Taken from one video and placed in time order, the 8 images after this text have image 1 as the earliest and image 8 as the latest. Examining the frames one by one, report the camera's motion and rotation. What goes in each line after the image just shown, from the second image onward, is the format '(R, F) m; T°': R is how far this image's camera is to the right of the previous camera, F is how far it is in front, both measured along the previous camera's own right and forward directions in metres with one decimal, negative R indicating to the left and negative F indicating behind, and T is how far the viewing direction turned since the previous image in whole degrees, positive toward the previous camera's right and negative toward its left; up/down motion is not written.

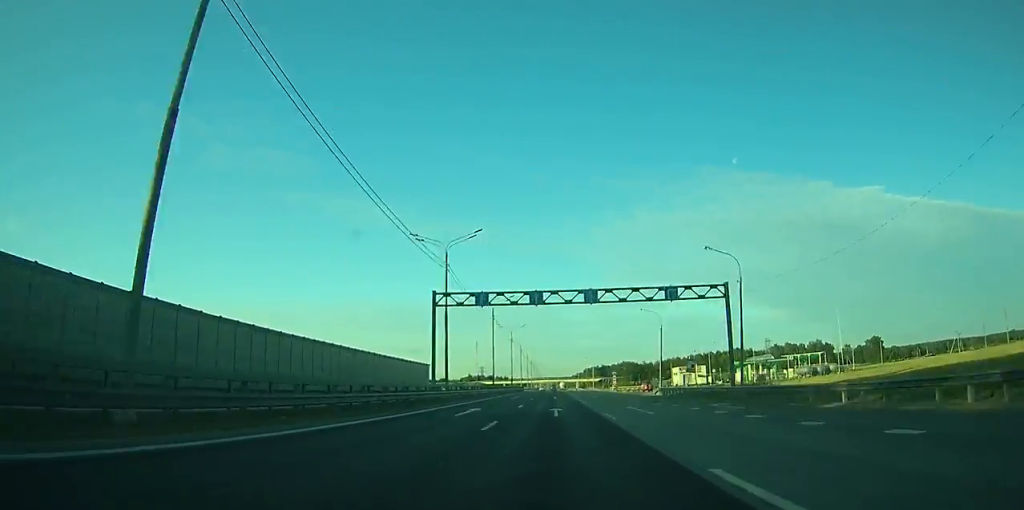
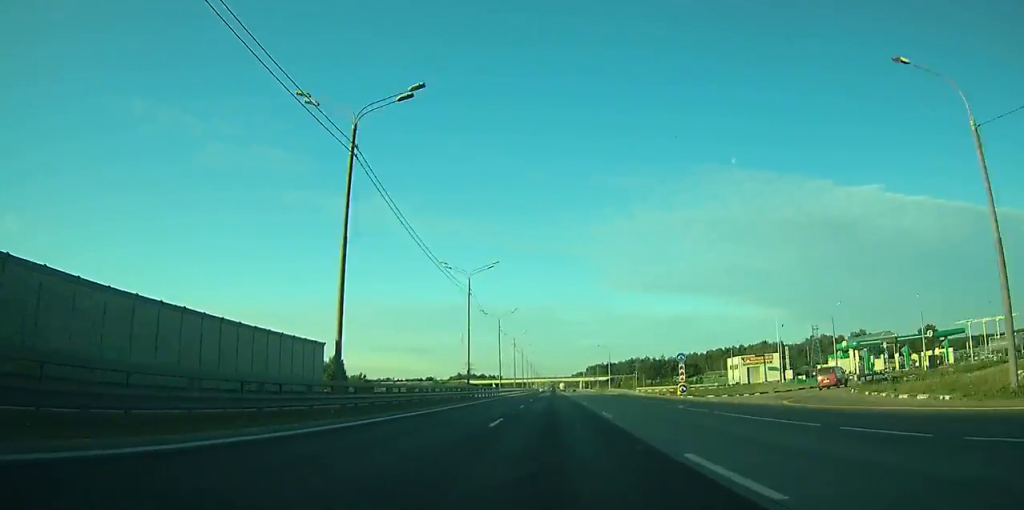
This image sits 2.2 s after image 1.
(0.0, +60.5) m; 0°
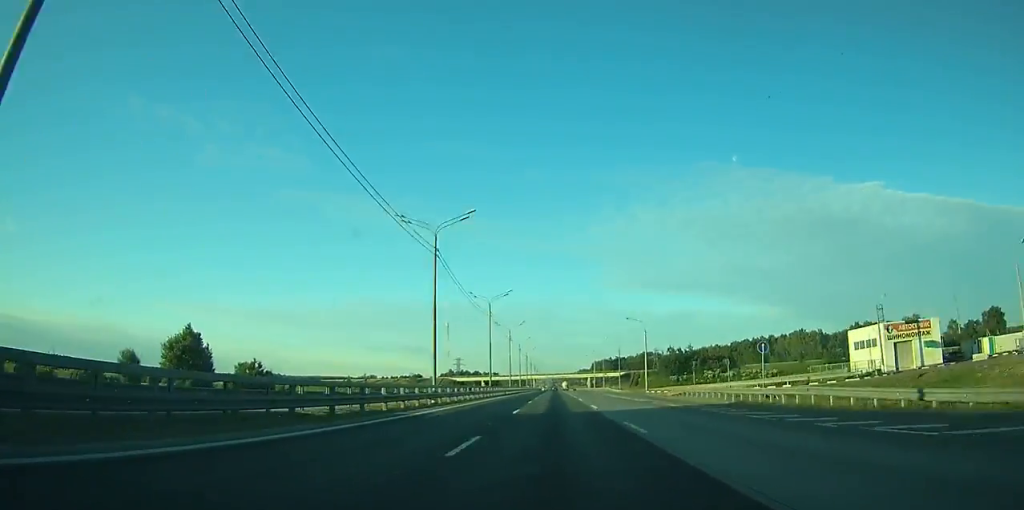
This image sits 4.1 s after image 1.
(0.0, +51.3) m; 0°
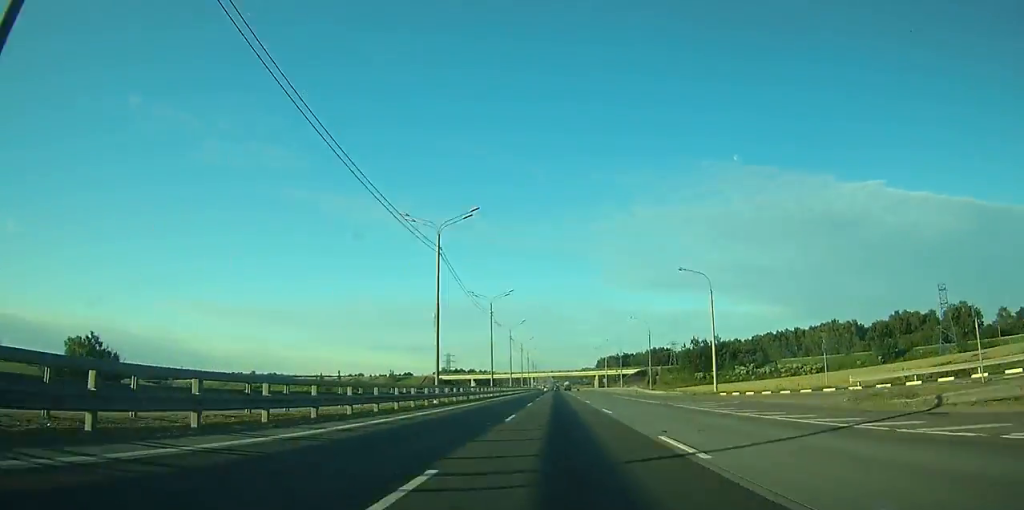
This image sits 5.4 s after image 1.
(0.0, +36.5) m; 0°
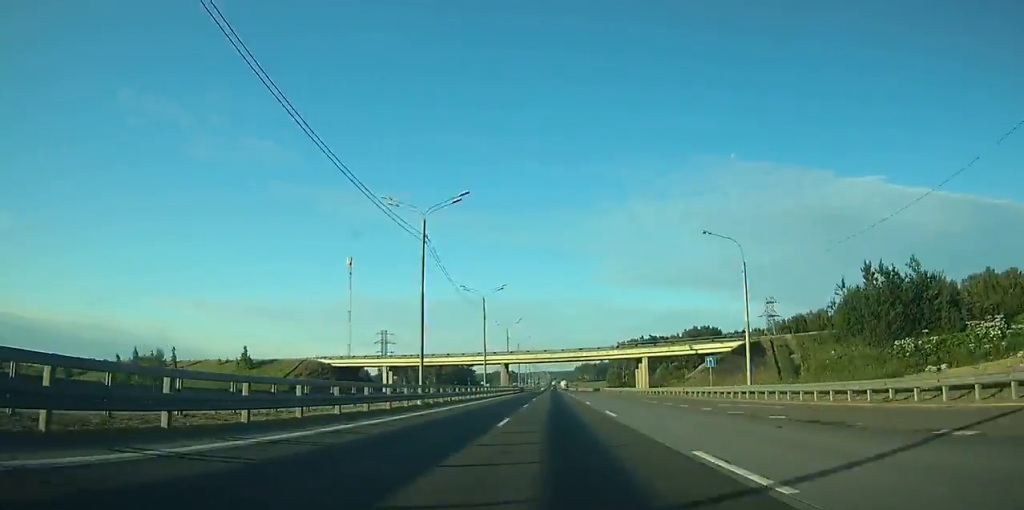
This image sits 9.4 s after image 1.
(+0.2, +109.2) m; 0°
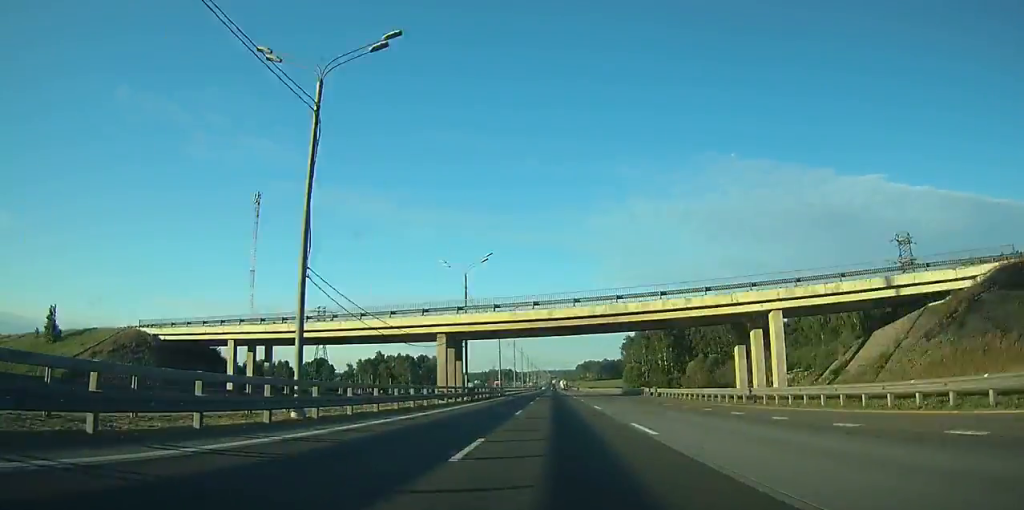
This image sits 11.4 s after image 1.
(0.0, +56.4) m; 0°
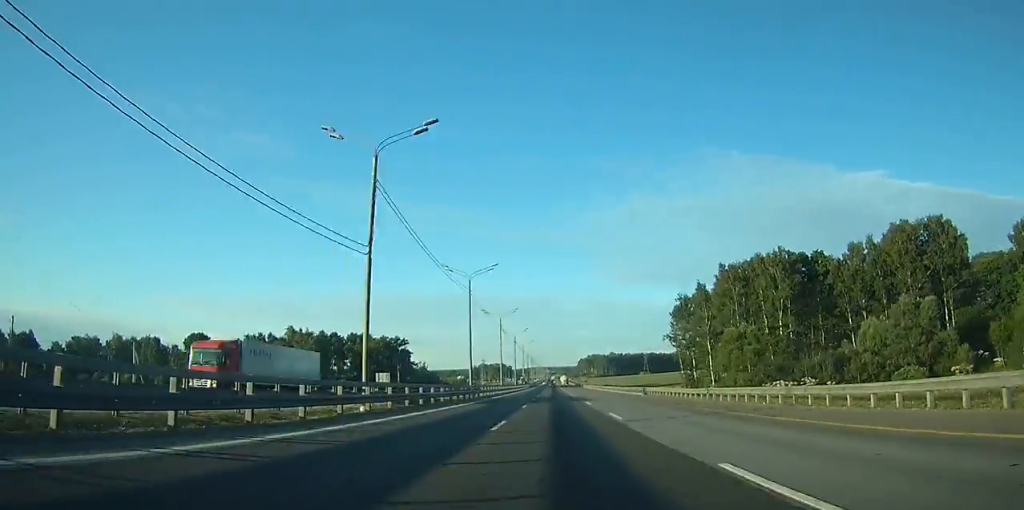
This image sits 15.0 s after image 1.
(-0.2, +107.8) m; 0°
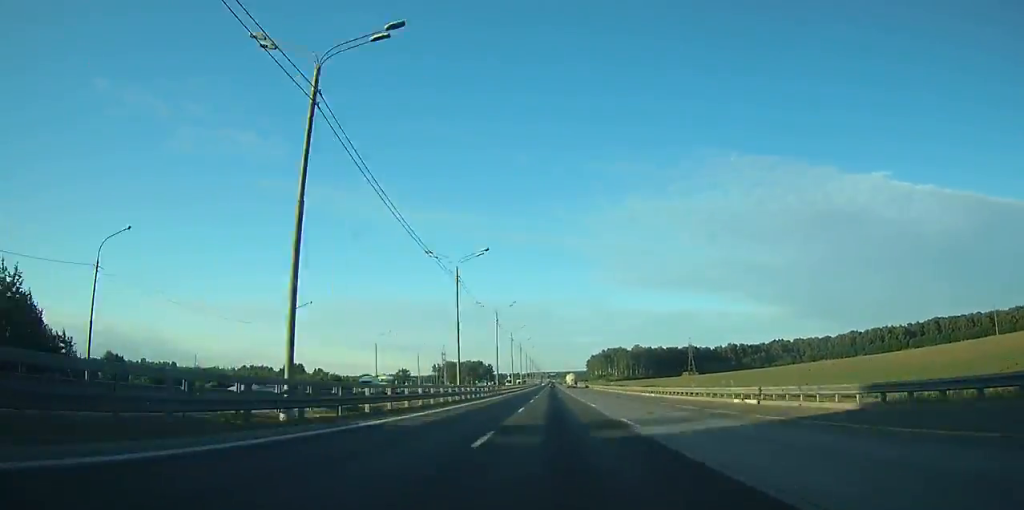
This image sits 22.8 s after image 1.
(-0.2, +232.1) m; 0°
